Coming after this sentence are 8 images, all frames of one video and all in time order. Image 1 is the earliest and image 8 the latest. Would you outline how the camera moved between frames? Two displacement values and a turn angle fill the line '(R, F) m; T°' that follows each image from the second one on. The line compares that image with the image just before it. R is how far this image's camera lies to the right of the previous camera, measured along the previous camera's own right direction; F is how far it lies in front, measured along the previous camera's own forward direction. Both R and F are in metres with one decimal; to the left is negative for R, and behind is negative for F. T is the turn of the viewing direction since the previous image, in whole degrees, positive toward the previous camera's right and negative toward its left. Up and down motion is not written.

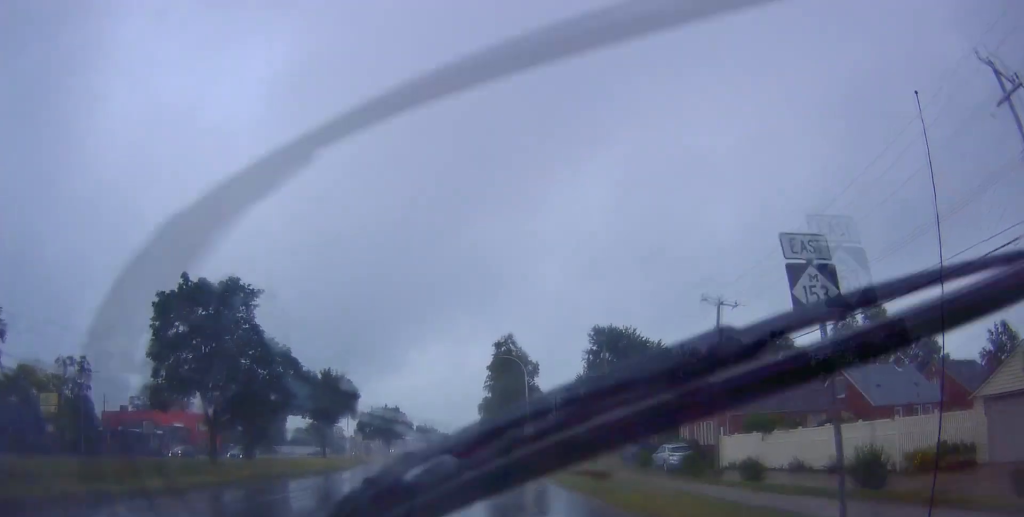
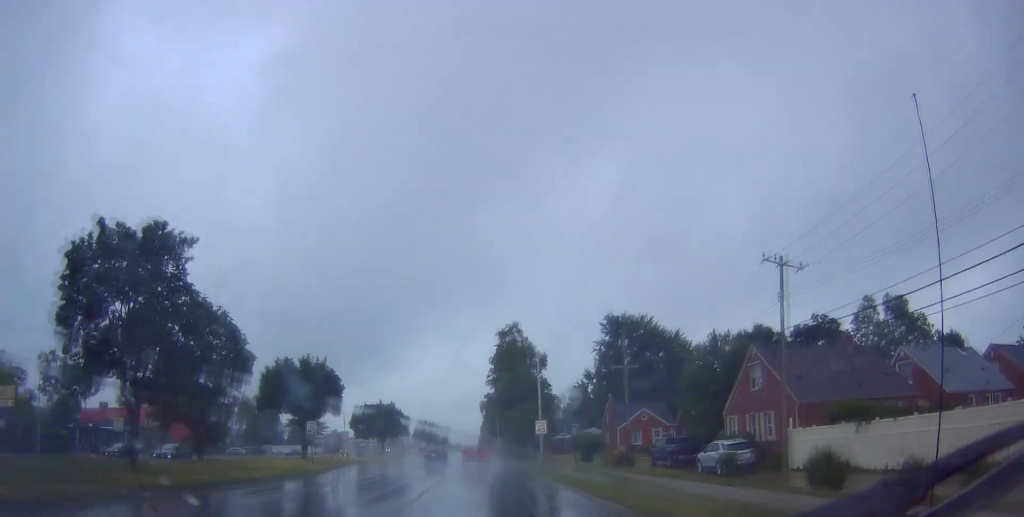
(+0.5, +8.1) m; 0°
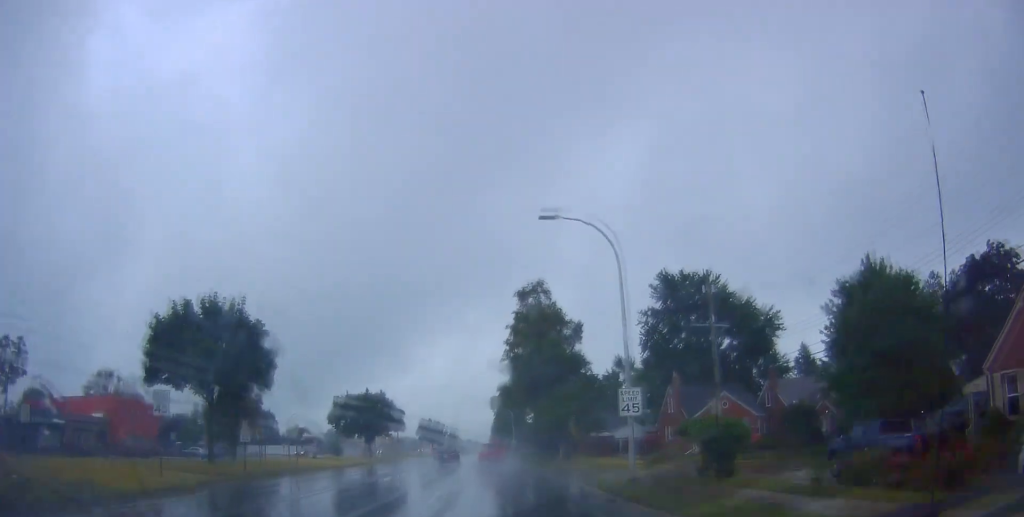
(-0.4, +21.5) m; -1°
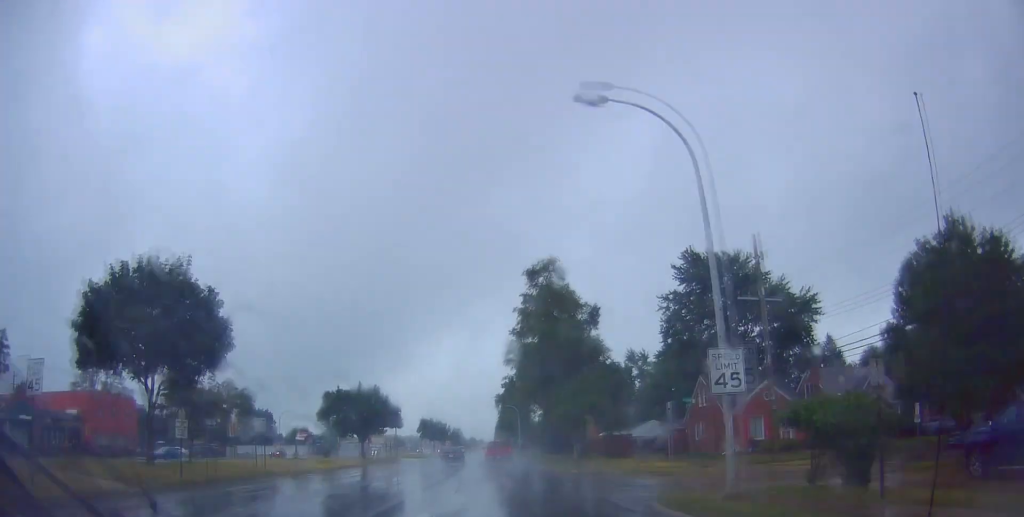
(0.0, +7.2) m; 0°
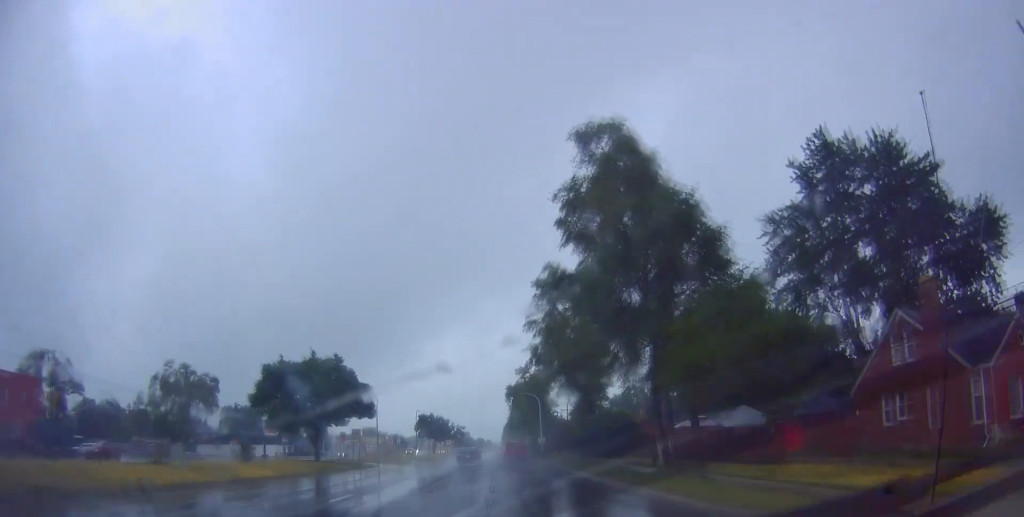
(+0.4, +23.7) m; 0°
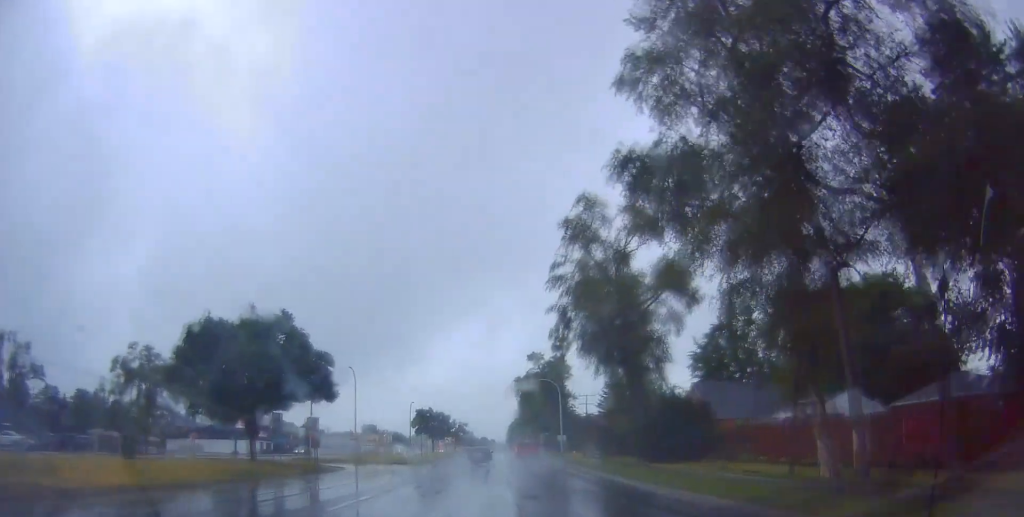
(-0.1, +15.1) m; -1°
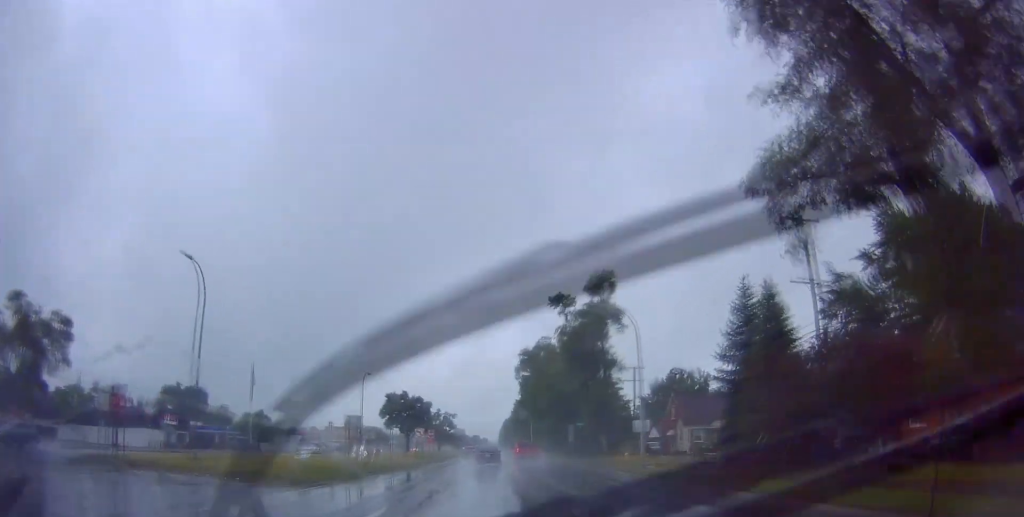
(-0.6, +33.0) m; -1°
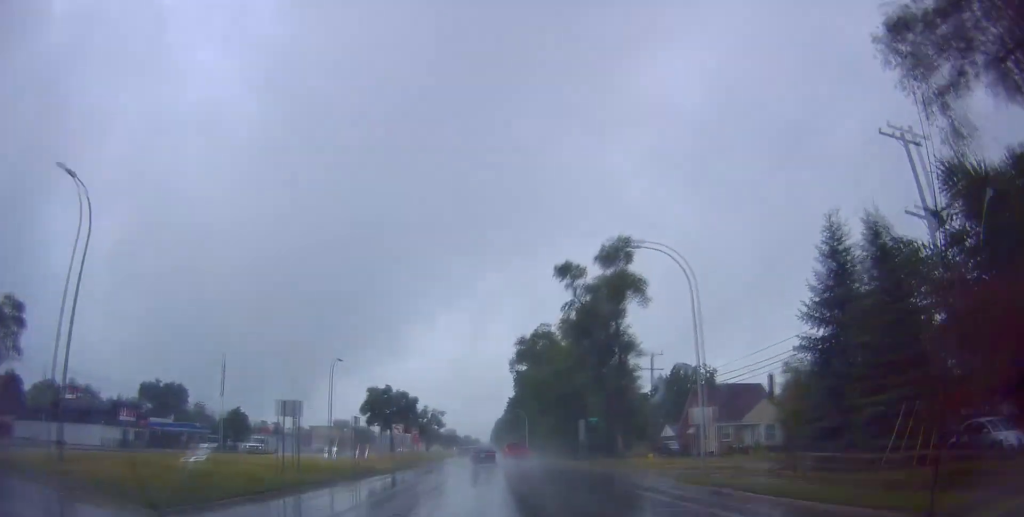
(0.0, +9.6) m; 0°
